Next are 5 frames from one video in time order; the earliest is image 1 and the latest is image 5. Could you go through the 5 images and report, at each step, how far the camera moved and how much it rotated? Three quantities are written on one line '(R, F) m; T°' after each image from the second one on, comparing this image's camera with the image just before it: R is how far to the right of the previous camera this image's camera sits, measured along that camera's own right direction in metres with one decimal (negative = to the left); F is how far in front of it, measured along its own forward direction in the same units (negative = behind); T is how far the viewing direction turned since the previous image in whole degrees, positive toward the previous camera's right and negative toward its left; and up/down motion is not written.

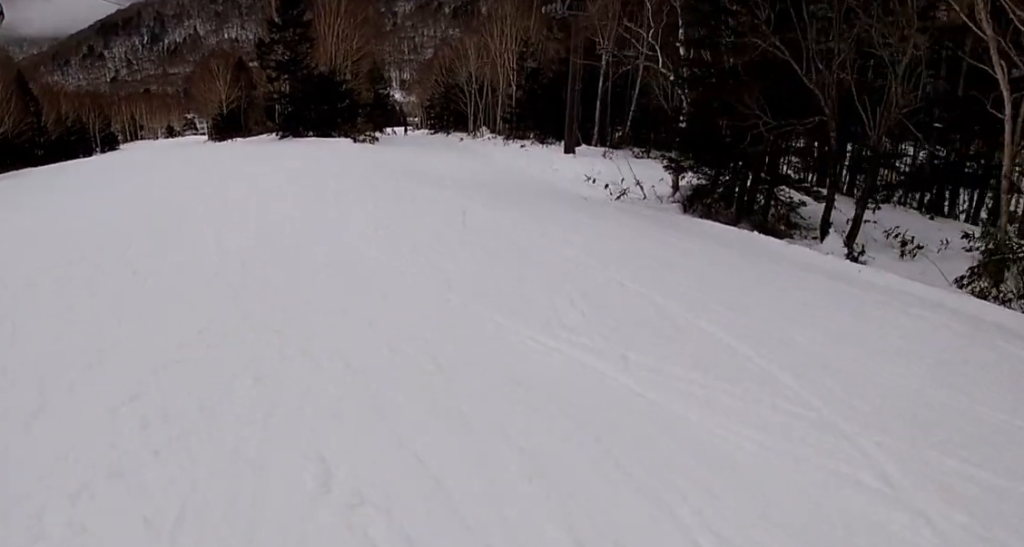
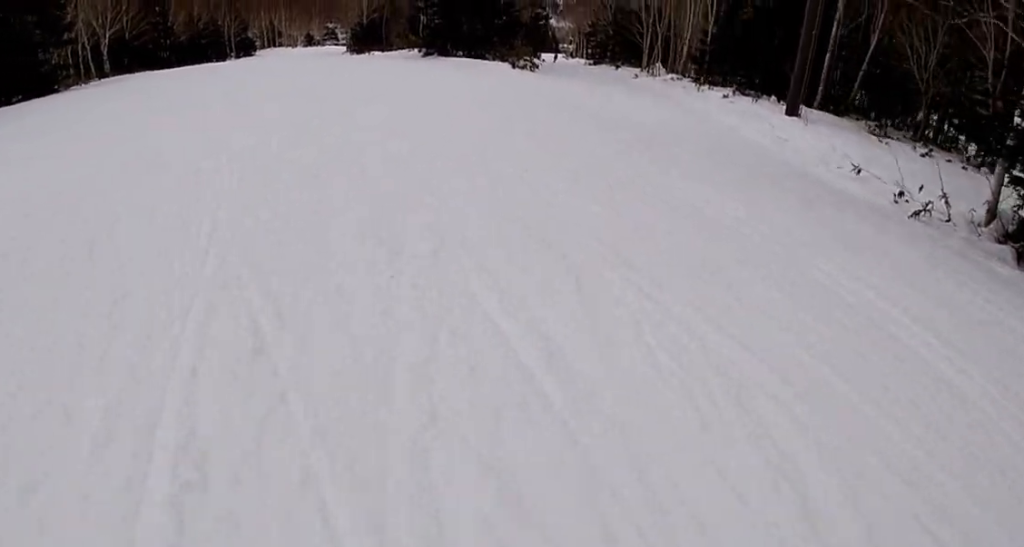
(-2.6, +7.5) m; -19°
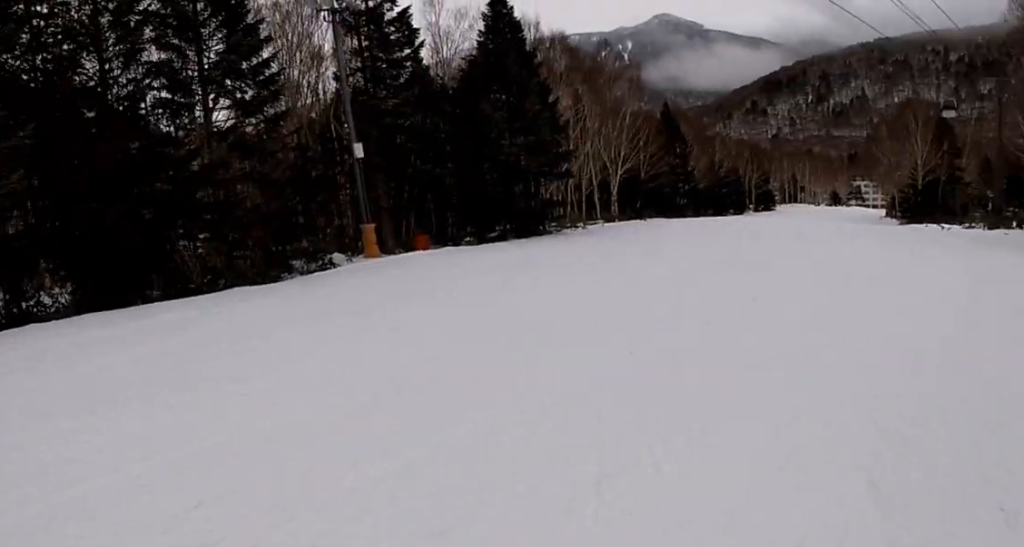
(-2.6, +14.3) m; -17°
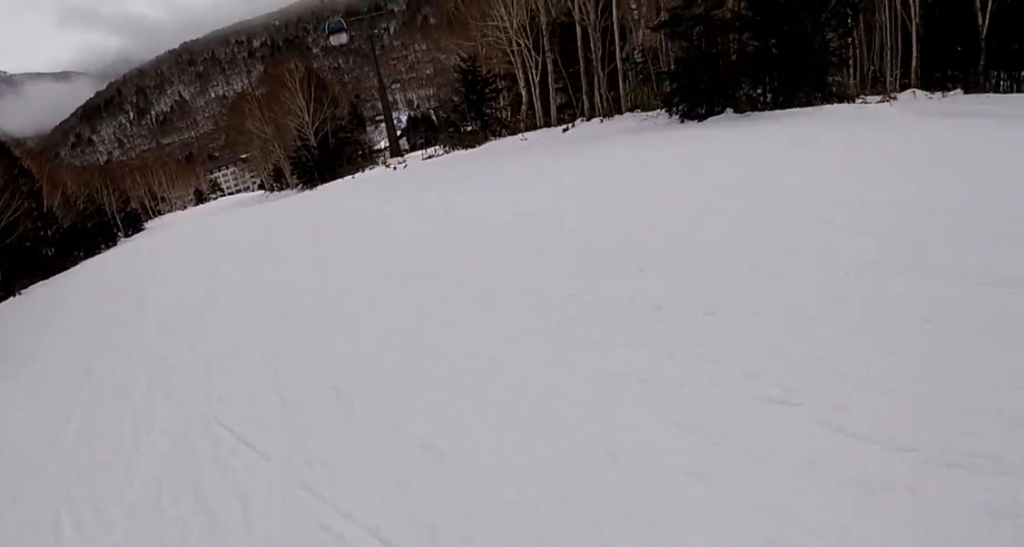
(+1.0, +16.6) m; +25°
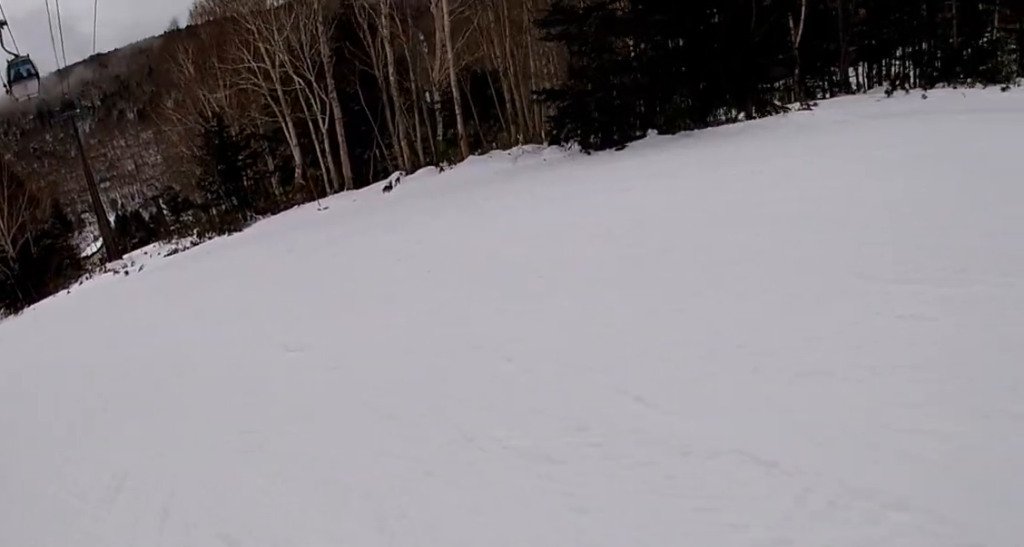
(+2.4, +9.4) m; +27°
